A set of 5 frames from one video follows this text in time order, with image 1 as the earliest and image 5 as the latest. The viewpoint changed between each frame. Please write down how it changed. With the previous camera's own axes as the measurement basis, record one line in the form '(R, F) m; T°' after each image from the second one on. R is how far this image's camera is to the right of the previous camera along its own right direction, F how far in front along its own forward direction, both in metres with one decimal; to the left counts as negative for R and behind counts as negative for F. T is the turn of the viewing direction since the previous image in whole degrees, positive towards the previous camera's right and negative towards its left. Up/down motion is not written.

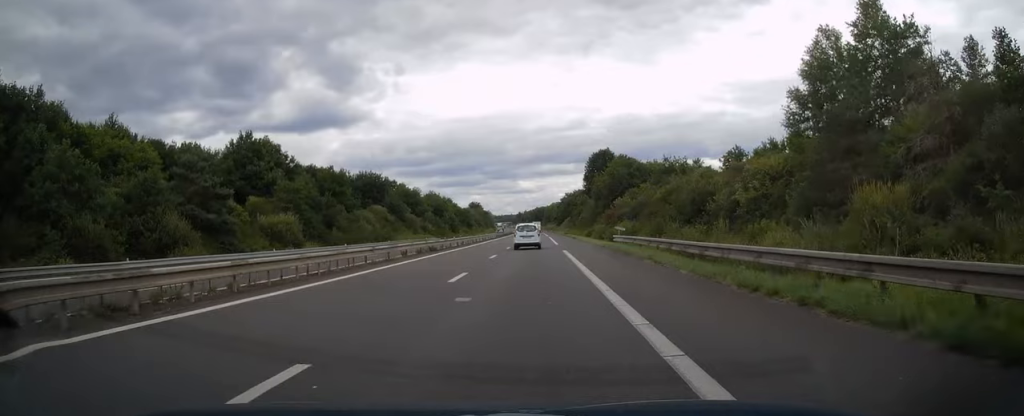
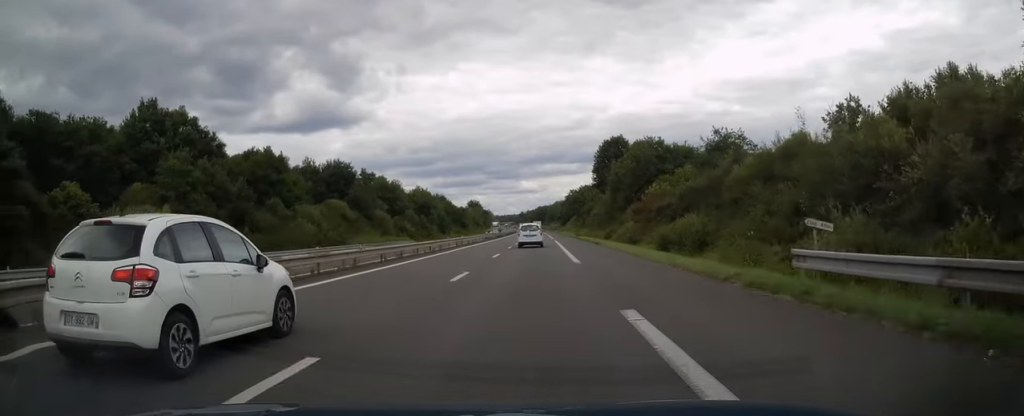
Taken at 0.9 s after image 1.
(-0.1, +25.4) m; 0°
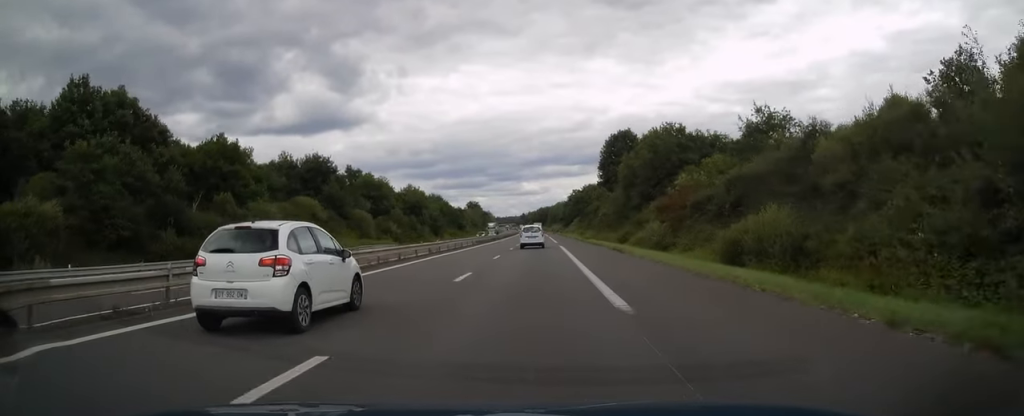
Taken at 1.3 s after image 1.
(+0.1, +12.8) m; 0°
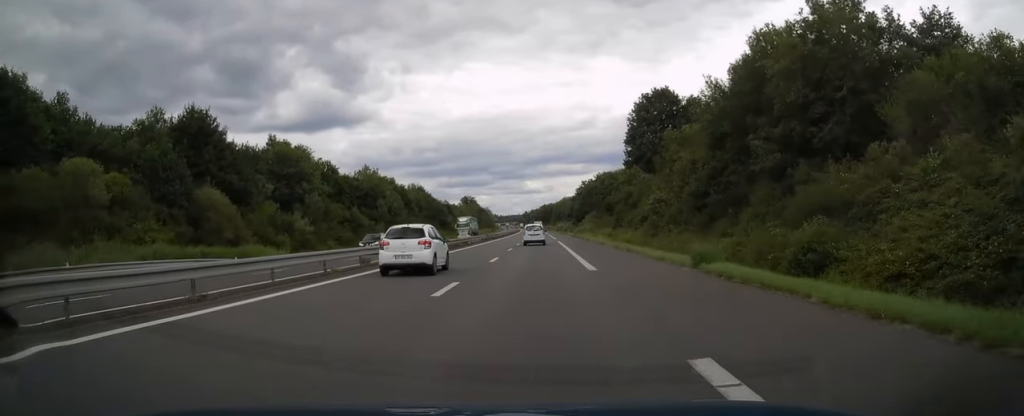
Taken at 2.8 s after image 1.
(-0.3, +43.2) m; 0°
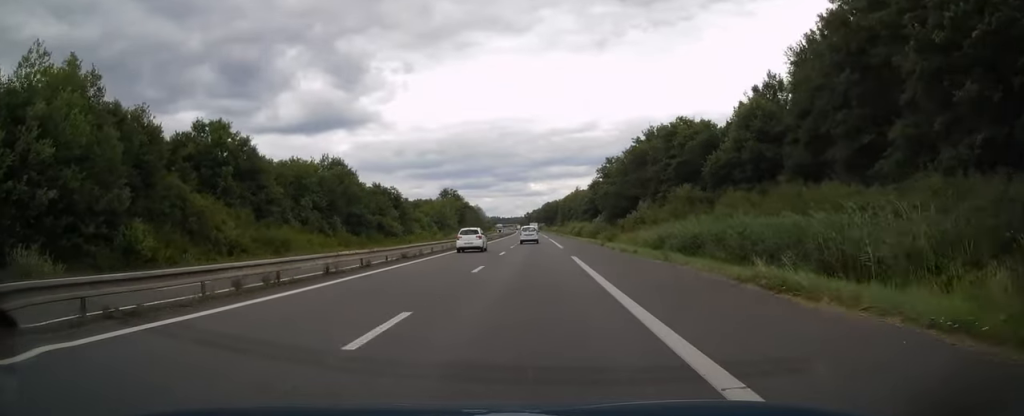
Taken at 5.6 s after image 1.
(-0.4, +83.3) m; 0°
